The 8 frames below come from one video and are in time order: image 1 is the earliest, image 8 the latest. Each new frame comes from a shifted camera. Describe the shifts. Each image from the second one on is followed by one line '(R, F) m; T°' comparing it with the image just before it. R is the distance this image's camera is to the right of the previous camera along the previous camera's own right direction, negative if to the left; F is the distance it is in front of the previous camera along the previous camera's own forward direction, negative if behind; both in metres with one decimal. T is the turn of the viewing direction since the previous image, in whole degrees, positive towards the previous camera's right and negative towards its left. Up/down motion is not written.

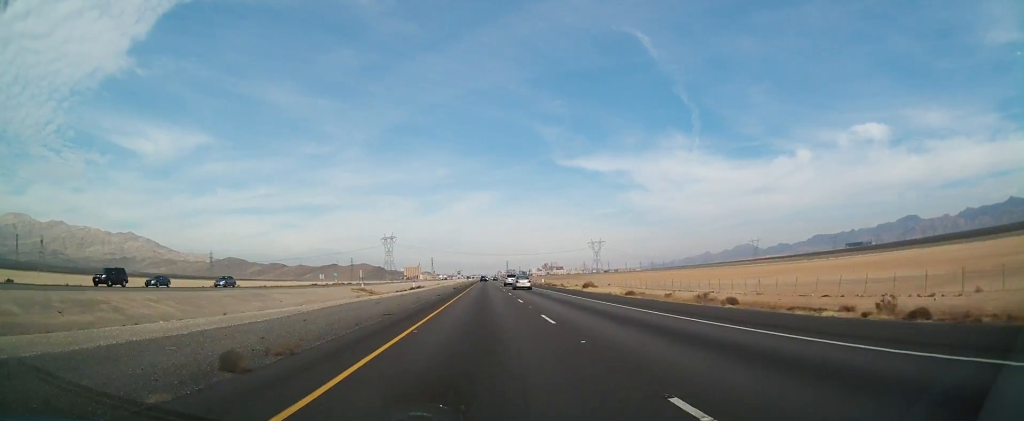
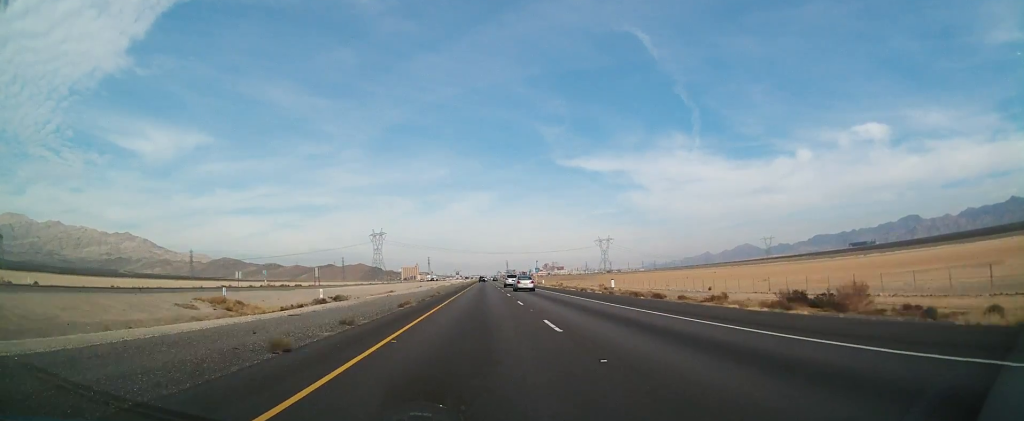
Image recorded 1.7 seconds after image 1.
(+0.1, +61.2) m; 0°
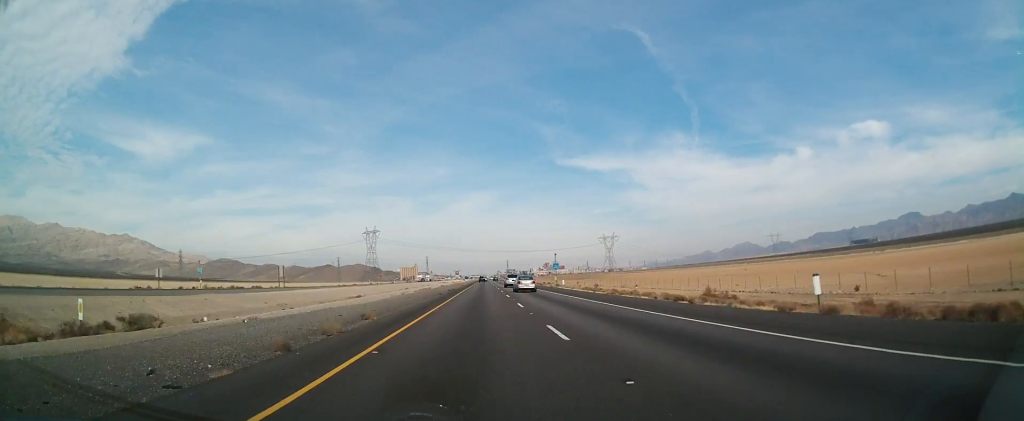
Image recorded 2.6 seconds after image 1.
(0.0, +31.3) m; 0°
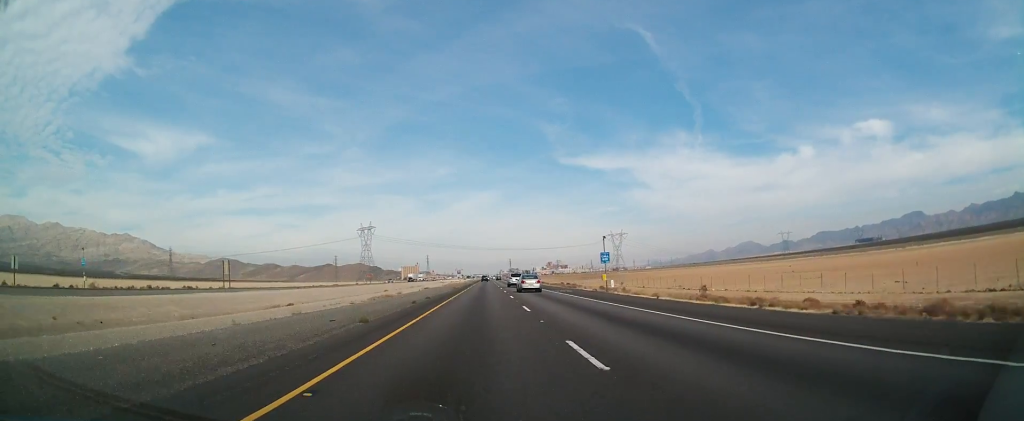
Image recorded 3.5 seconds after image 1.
(+0.1, +33.6) m; 0°
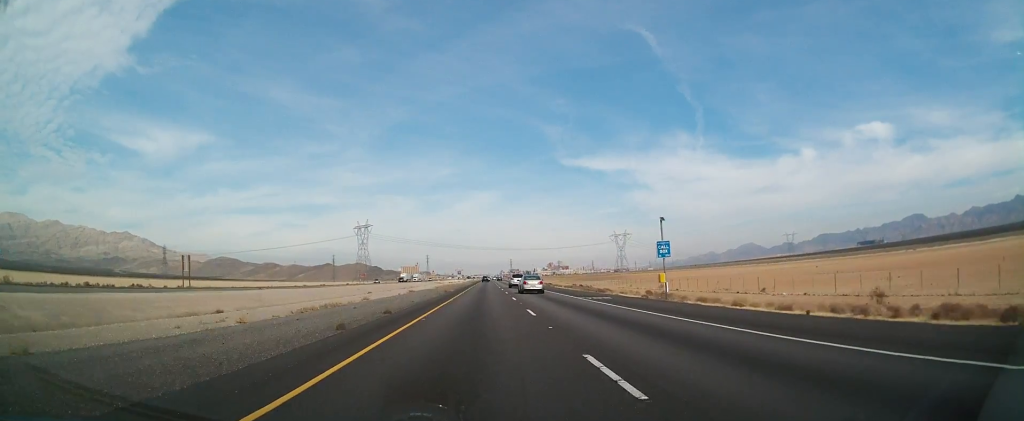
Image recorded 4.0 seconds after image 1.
(0.0, +16.8) m; 0°
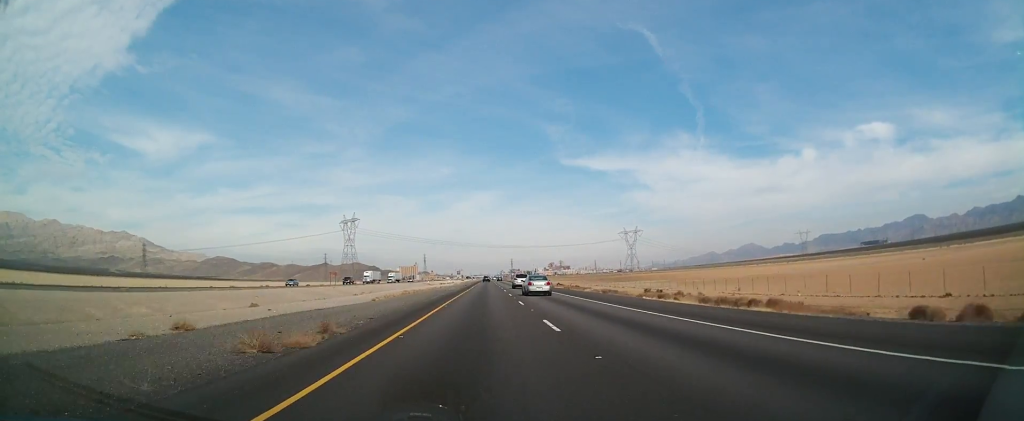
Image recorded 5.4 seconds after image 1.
(-0.1, +50.8) m; 0°
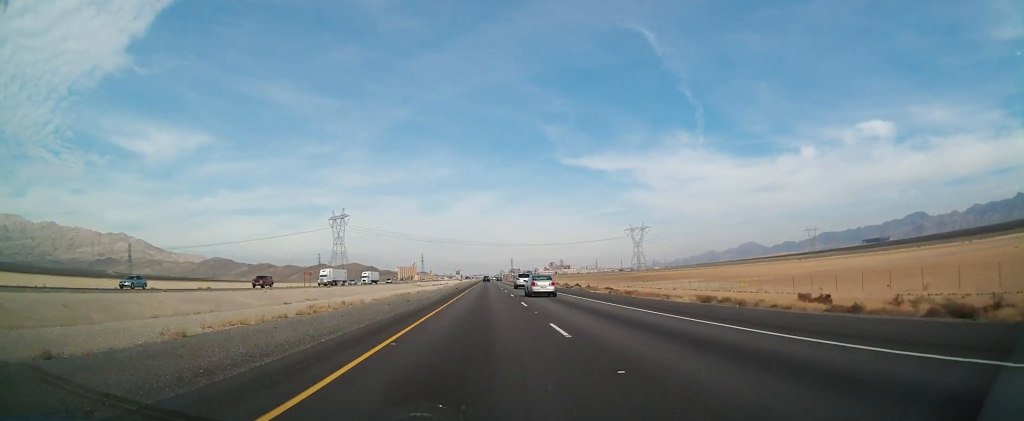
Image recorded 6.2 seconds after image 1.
(0.0, +31.4) m; 0°
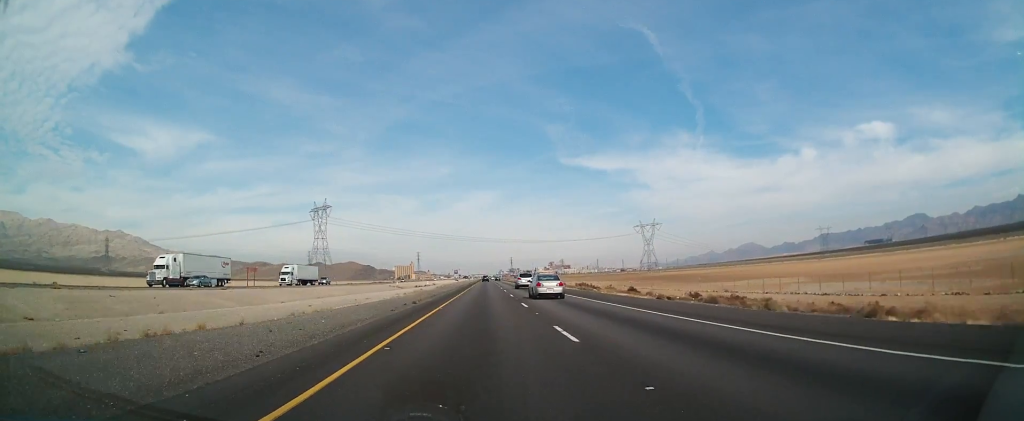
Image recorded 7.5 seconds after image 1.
(-0.1, +46.5) m; -1°
